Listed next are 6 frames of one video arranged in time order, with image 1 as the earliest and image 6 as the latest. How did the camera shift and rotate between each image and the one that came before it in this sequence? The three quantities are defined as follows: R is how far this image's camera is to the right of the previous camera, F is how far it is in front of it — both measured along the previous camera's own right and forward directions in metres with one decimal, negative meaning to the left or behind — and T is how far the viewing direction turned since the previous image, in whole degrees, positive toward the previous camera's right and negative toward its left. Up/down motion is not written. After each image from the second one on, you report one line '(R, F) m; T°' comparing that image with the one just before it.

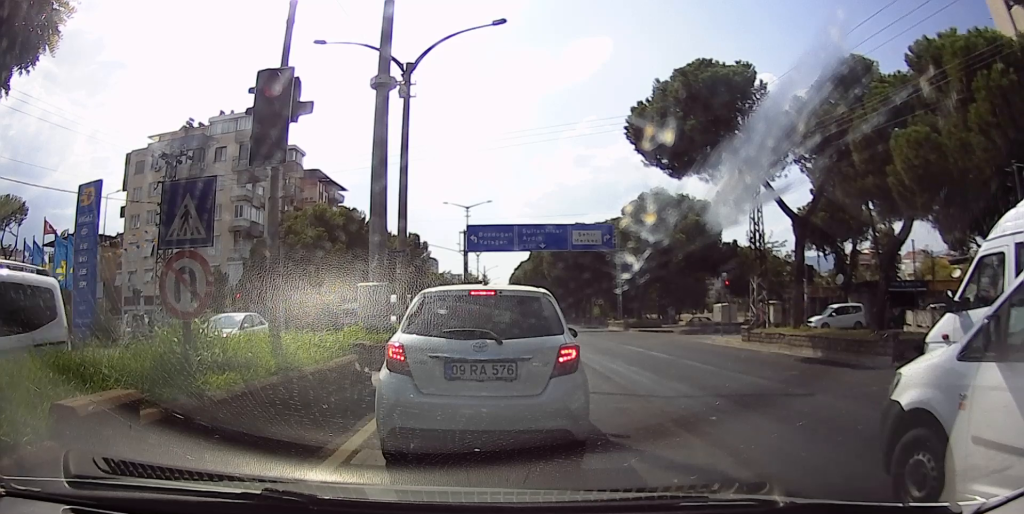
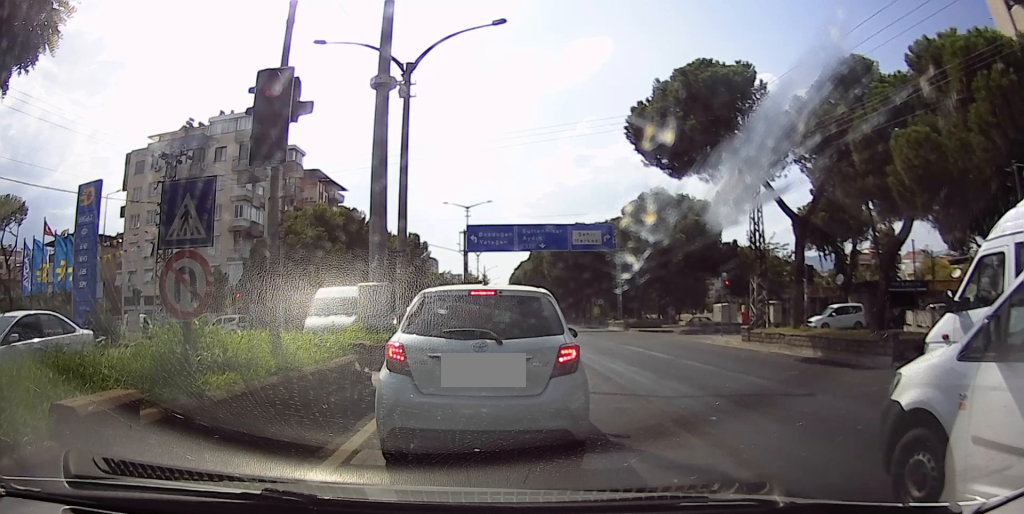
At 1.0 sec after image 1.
(0.0, 0.0) m; 0°
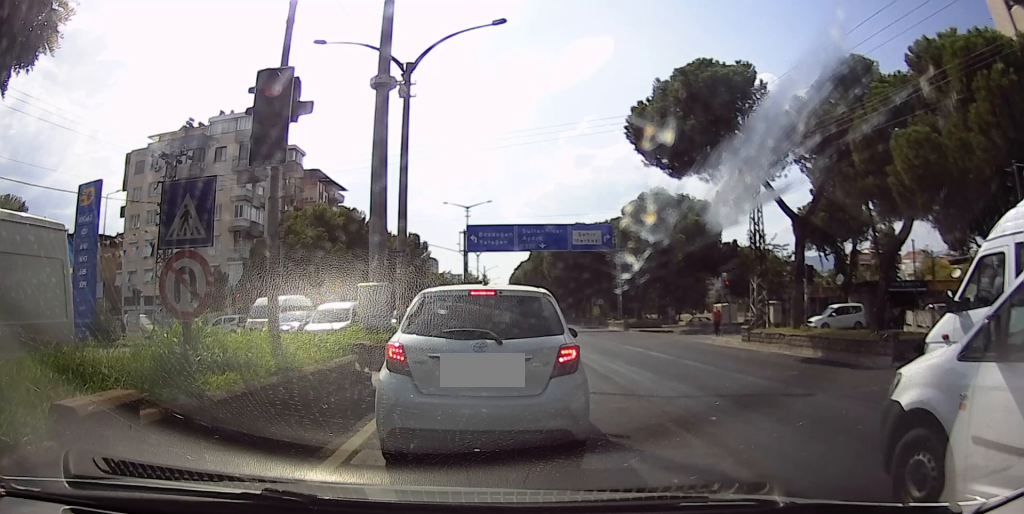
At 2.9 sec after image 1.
(0.0, 0.0) m; 0°
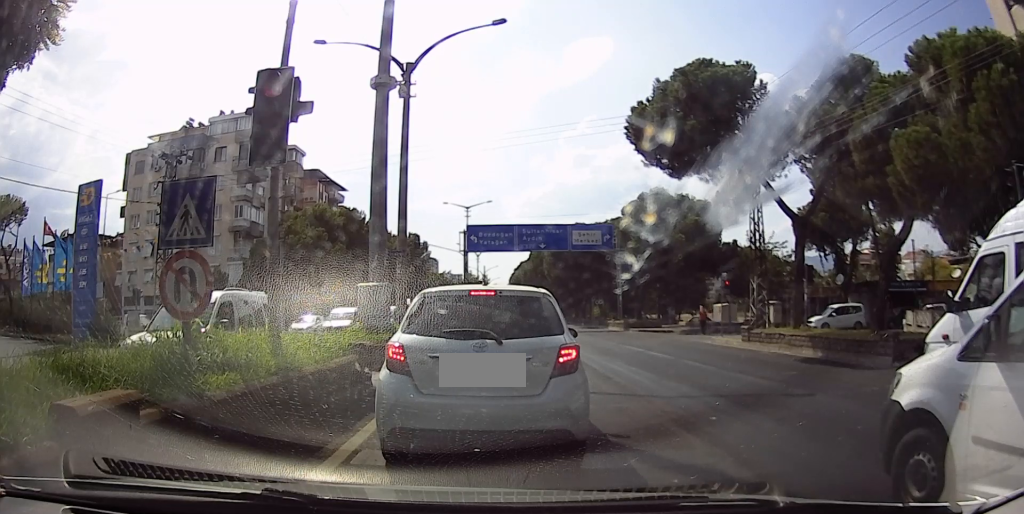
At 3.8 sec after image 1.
(0.0, 0.0) m; 0°
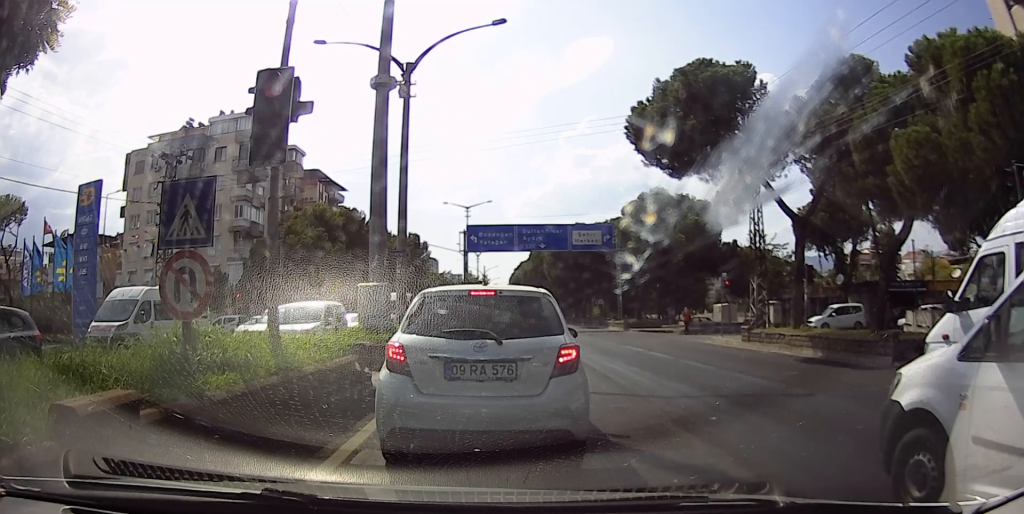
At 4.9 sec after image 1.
(0.0, 0.0) m; 0°
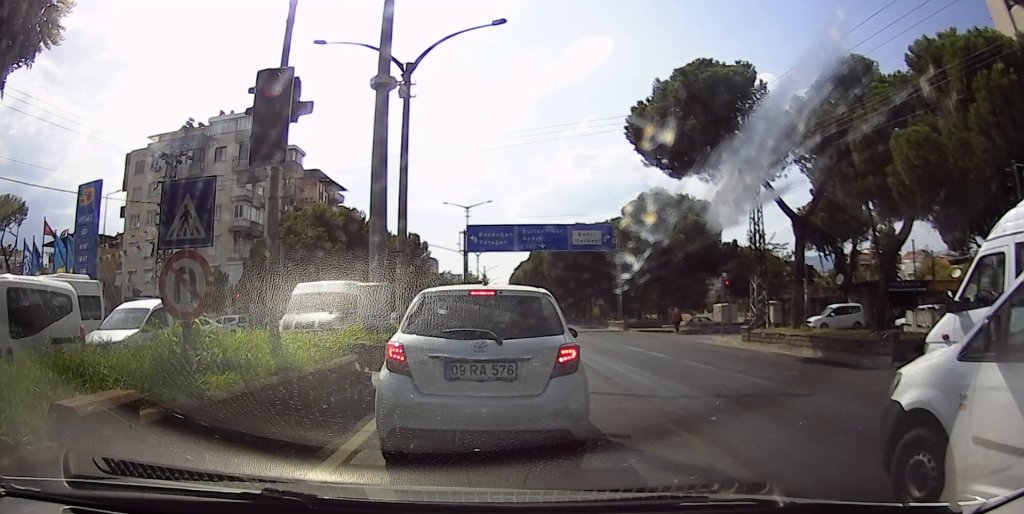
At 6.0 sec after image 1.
(0.0, 0.0) m; 0°
